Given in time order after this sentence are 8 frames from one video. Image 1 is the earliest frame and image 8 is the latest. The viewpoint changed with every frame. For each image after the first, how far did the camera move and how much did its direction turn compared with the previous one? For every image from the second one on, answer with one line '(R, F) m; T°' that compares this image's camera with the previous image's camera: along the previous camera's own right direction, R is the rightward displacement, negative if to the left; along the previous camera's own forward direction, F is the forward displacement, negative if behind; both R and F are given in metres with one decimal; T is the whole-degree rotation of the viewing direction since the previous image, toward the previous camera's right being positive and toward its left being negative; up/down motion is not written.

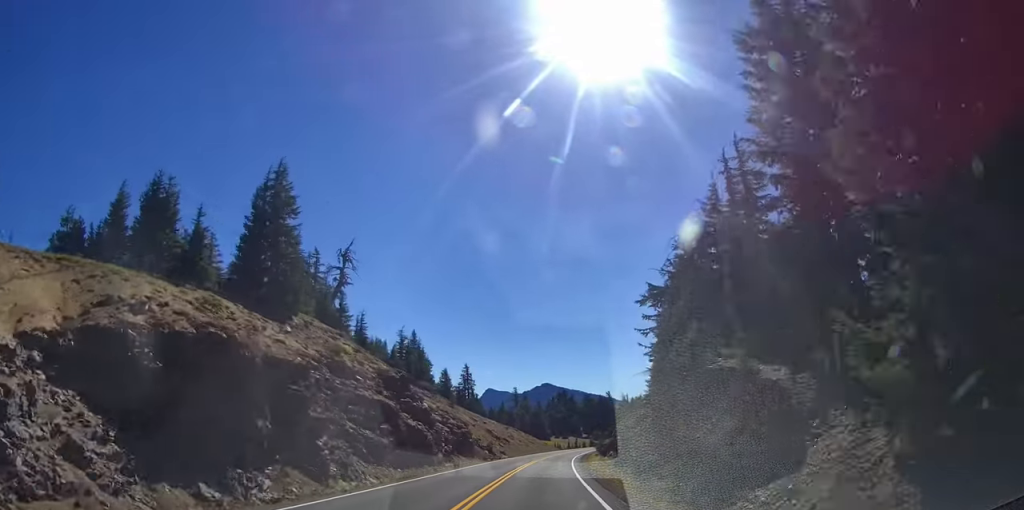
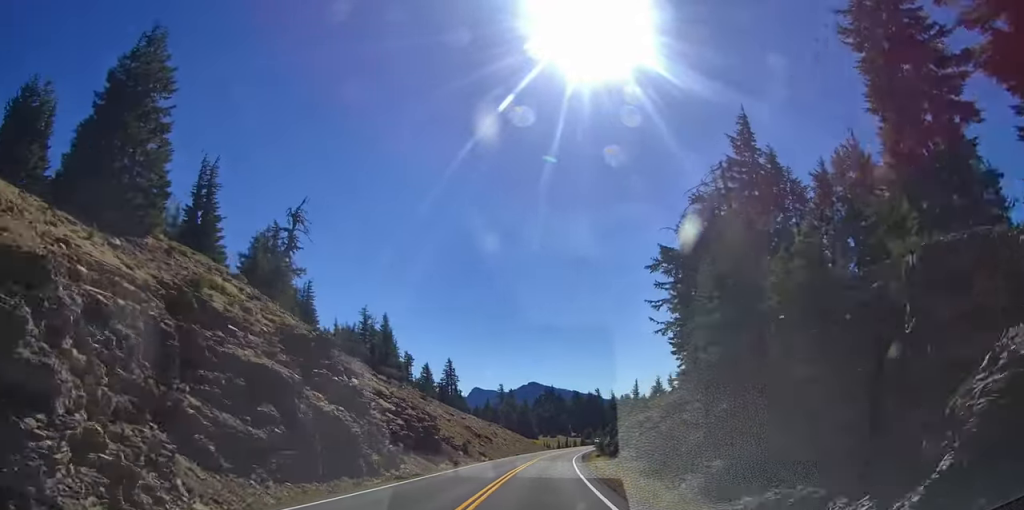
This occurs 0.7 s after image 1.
(0.0, +12.9) m; +1°
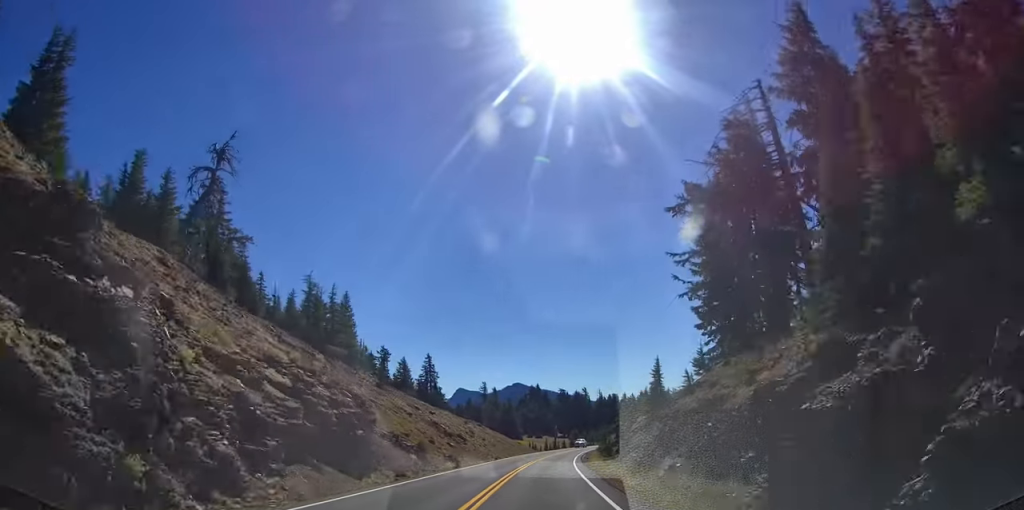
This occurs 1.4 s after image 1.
(-0.2, +14.3) m; +6°
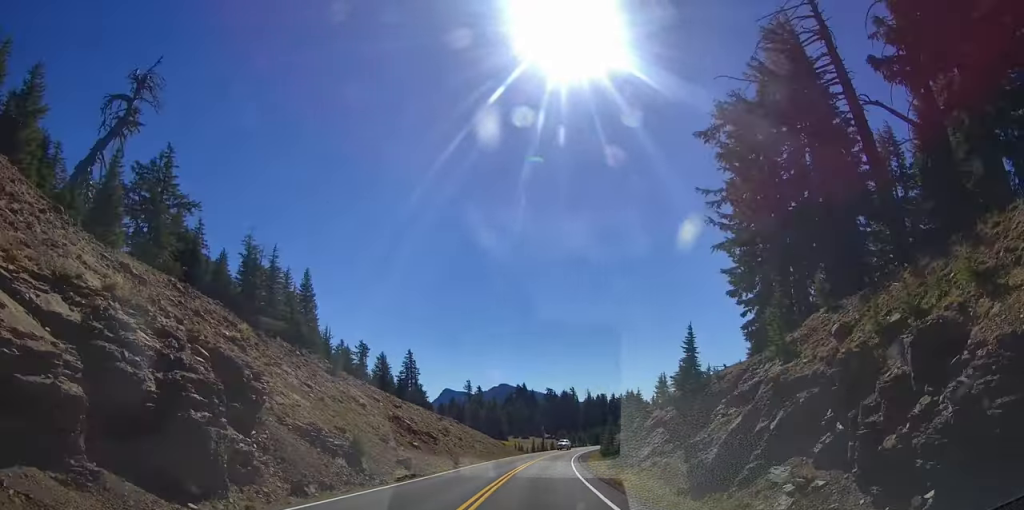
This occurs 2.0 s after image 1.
(+1.0, +11.0) m; +4°
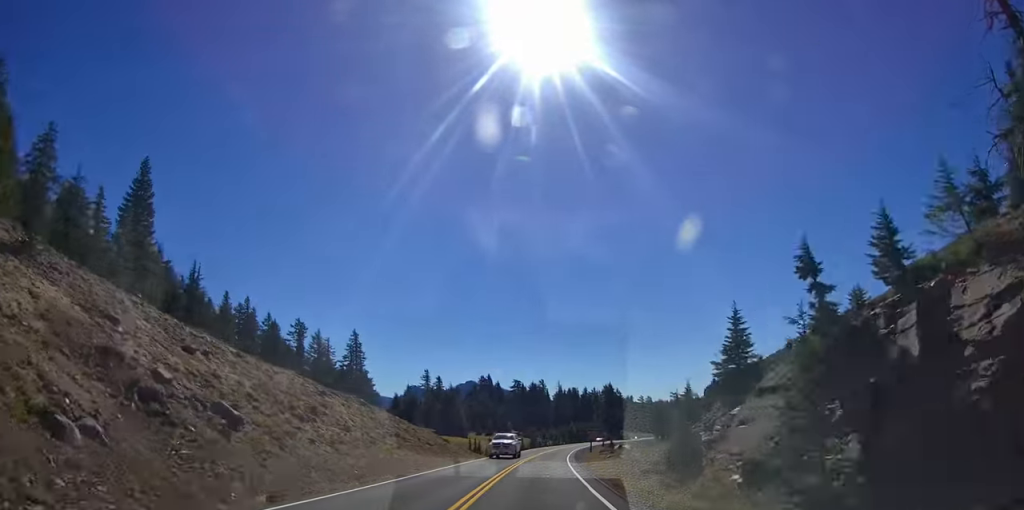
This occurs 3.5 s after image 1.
(+2.3, +30.3) m; +4°
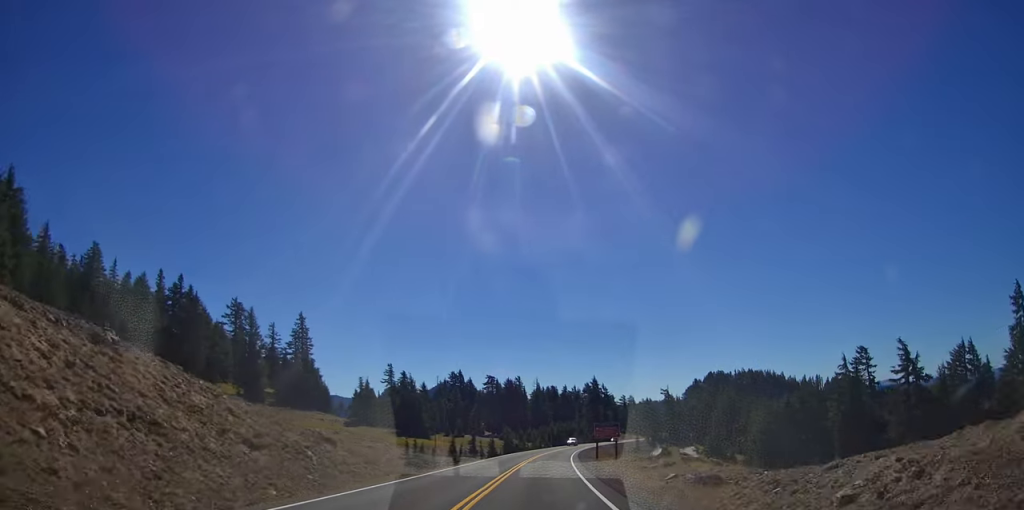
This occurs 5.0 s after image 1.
(-0.2, +26.9) m; -1°
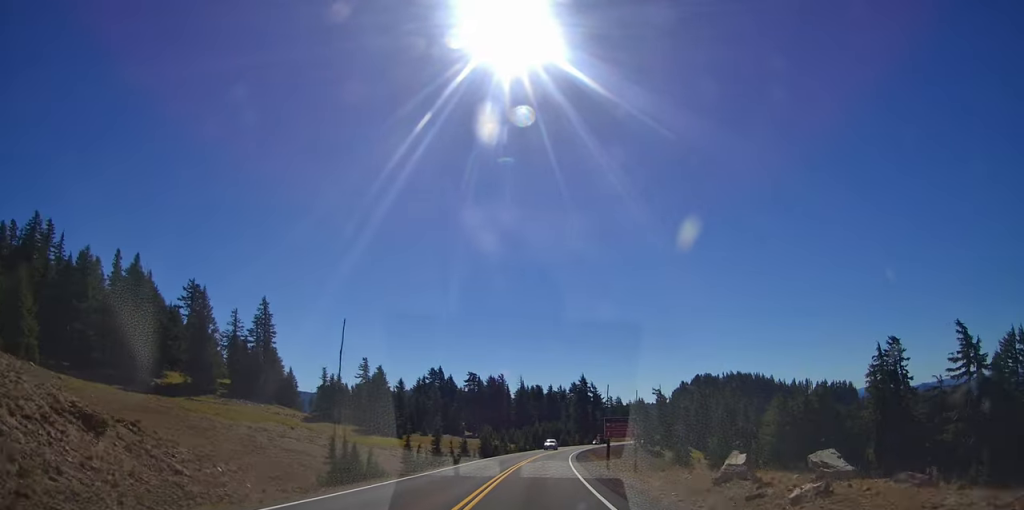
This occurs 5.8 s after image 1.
(-0.1, +14.7) m; +1°
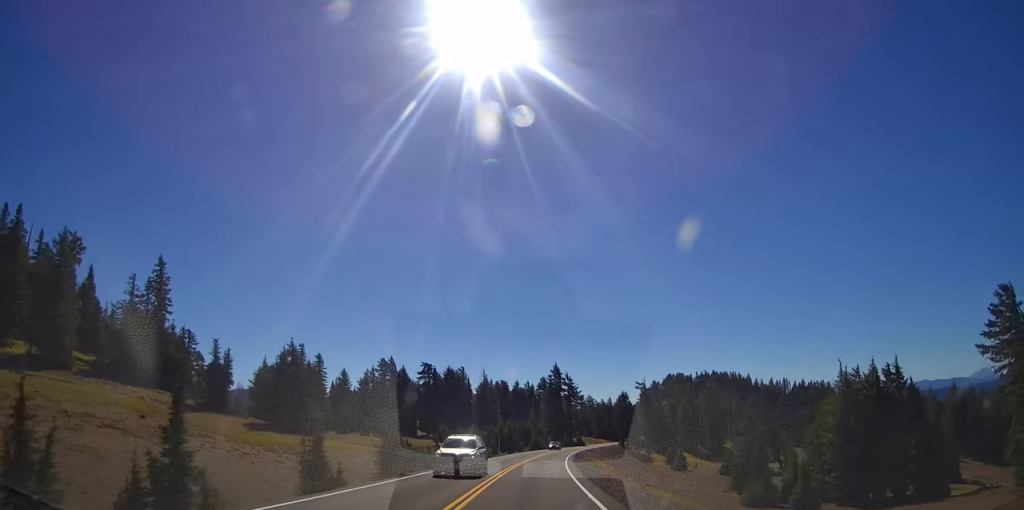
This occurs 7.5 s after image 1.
(+0.9, +31.8) m; +6°
